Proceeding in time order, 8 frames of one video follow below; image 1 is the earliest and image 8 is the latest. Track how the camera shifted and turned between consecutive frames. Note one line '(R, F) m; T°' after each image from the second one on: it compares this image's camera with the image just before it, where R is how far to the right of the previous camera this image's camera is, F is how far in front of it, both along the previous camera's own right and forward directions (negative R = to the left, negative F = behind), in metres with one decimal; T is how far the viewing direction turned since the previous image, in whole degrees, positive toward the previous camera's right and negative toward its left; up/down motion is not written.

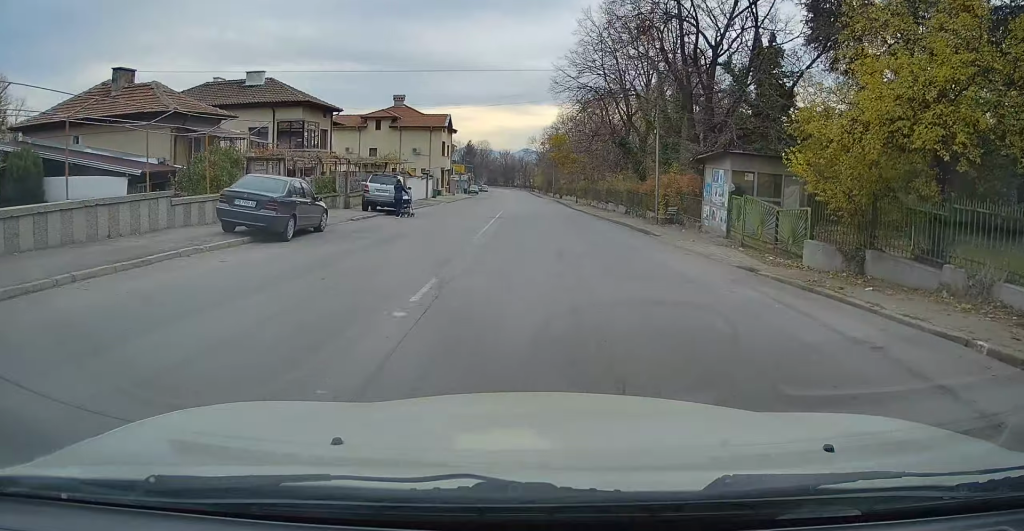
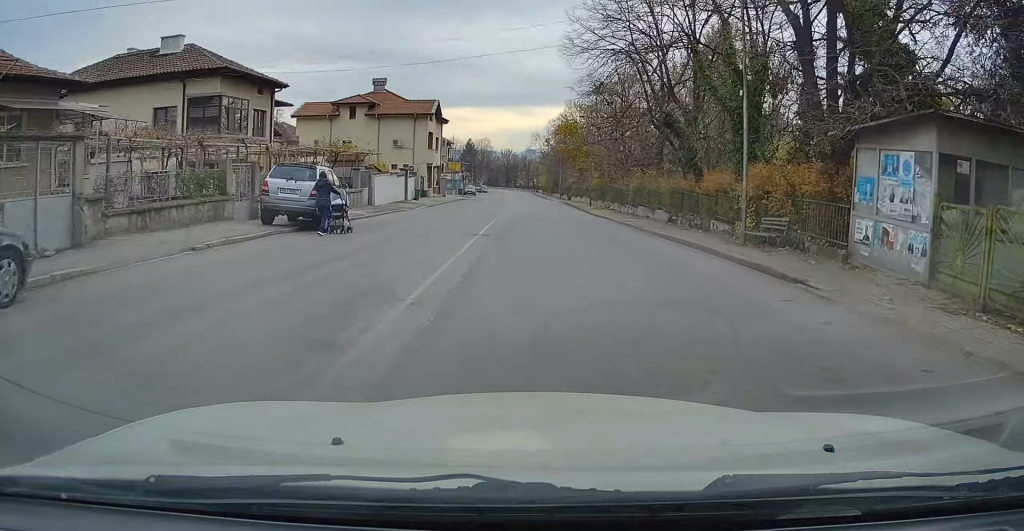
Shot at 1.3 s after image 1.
(-0.3, +11.7) m; -2°
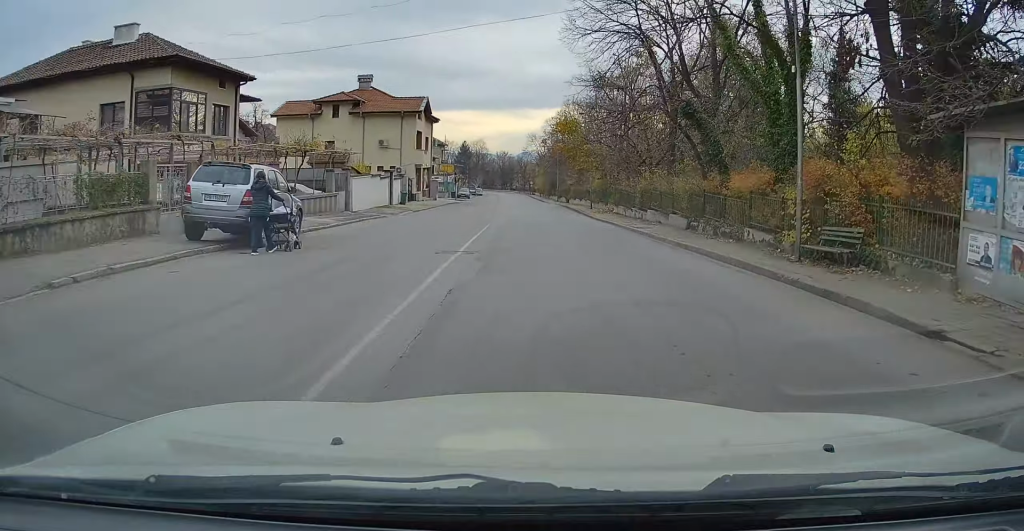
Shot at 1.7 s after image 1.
(-0.1, +4.0) m; 0°
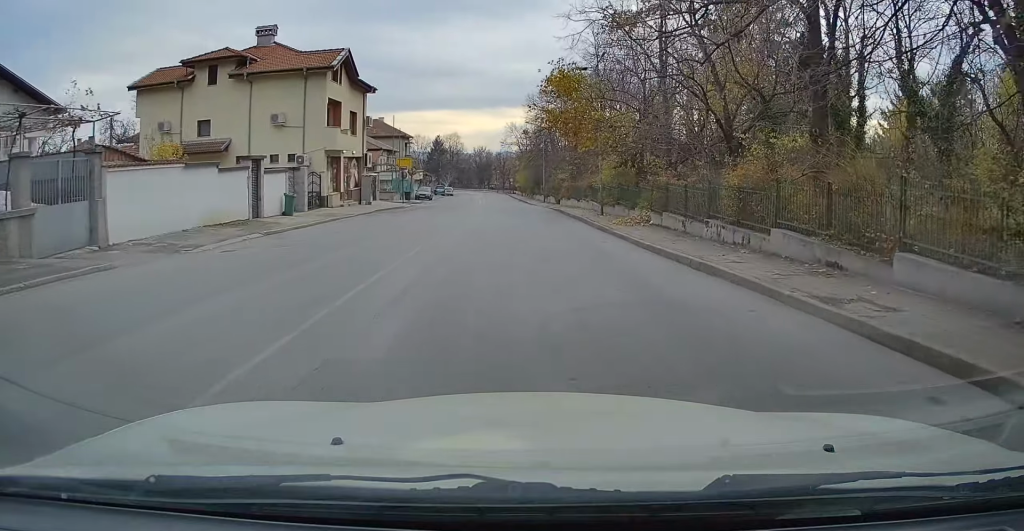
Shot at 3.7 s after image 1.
(+0.3, +19.7) m; +1°
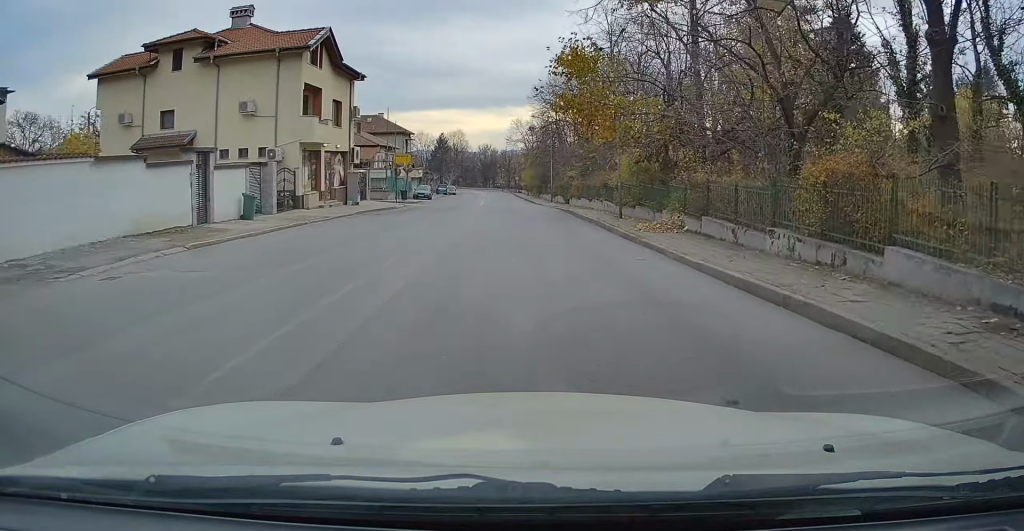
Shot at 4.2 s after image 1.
(0.0, +4.8) m; 0°
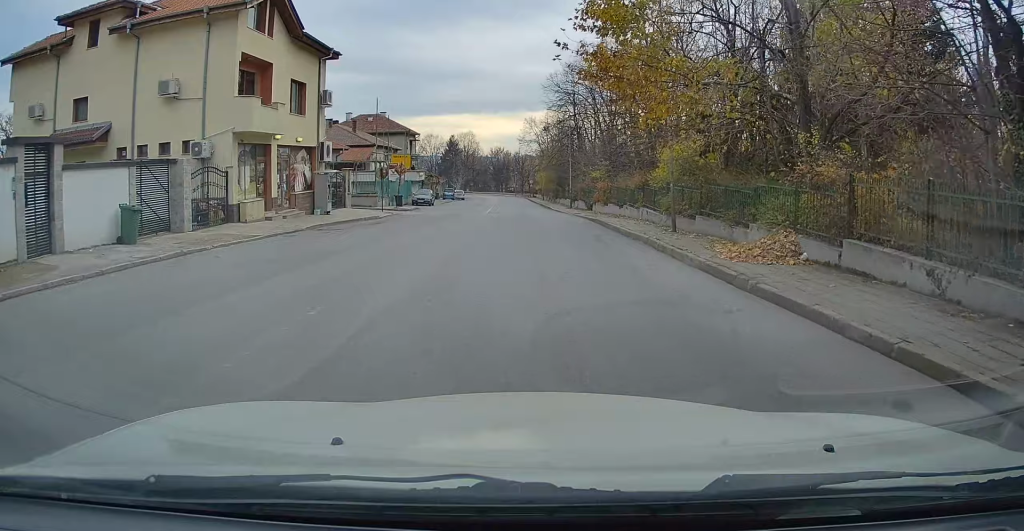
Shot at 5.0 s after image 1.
(0.0, +8.4) m; 0°
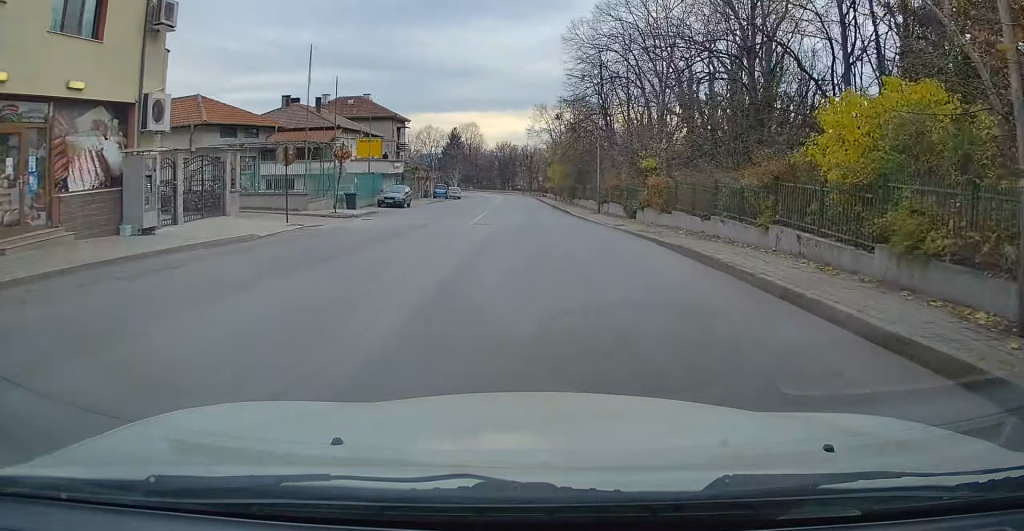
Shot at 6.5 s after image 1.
(0.0, +16.1) m; 0°
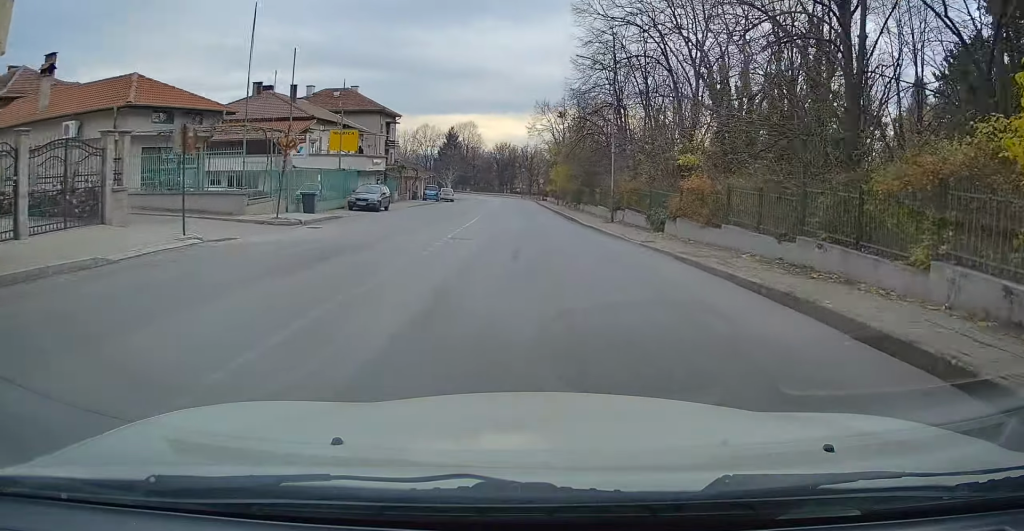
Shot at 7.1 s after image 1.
(0.0, +6.8) m; 0°
